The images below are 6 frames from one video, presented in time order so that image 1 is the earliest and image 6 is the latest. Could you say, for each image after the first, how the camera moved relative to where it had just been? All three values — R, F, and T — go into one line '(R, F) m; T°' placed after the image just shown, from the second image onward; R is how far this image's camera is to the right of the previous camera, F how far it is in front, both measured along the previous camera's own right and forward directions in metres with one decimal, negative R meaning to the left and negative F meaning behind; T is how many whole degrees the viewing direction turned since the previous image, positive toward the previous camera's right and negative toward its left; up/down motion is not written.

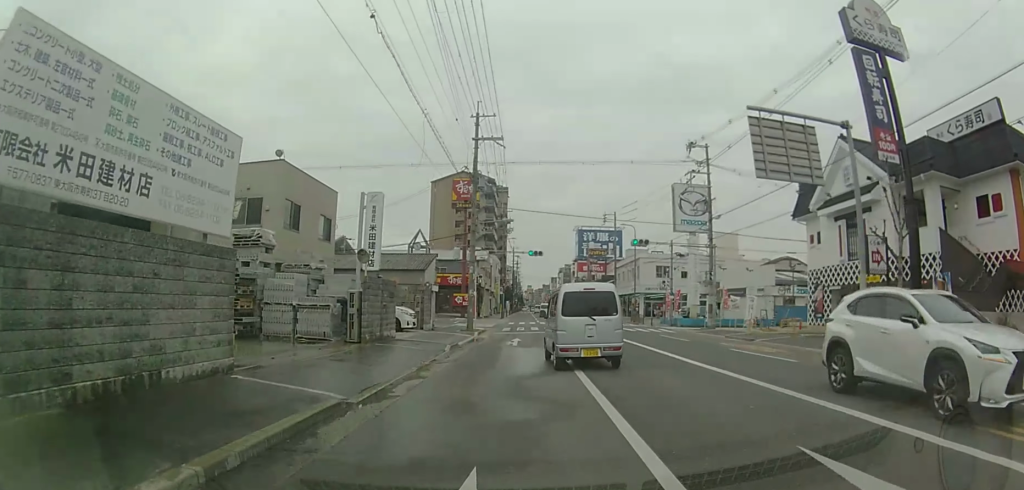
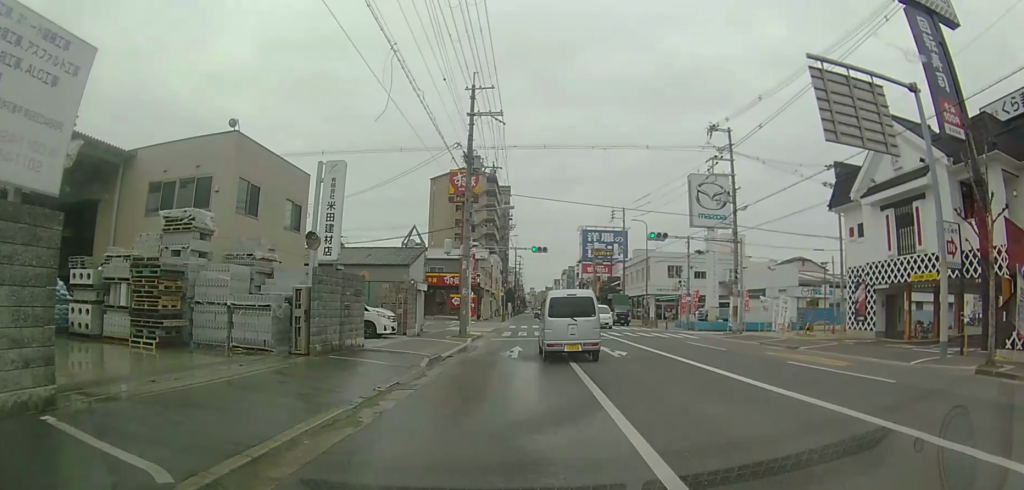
(+0.1, +4.3) m; +1°
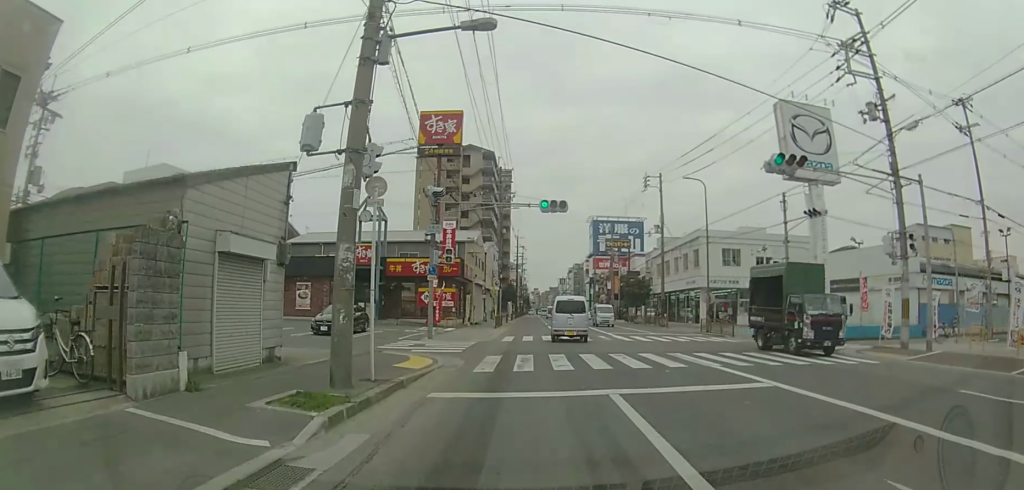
(+0.4, +16.8) m; +1°
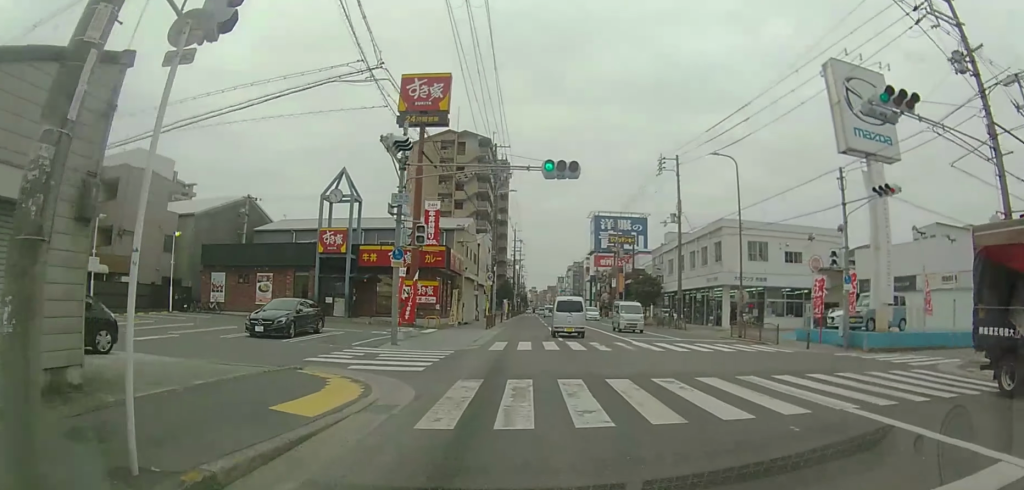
(-0.1, +6.2) m; -2°
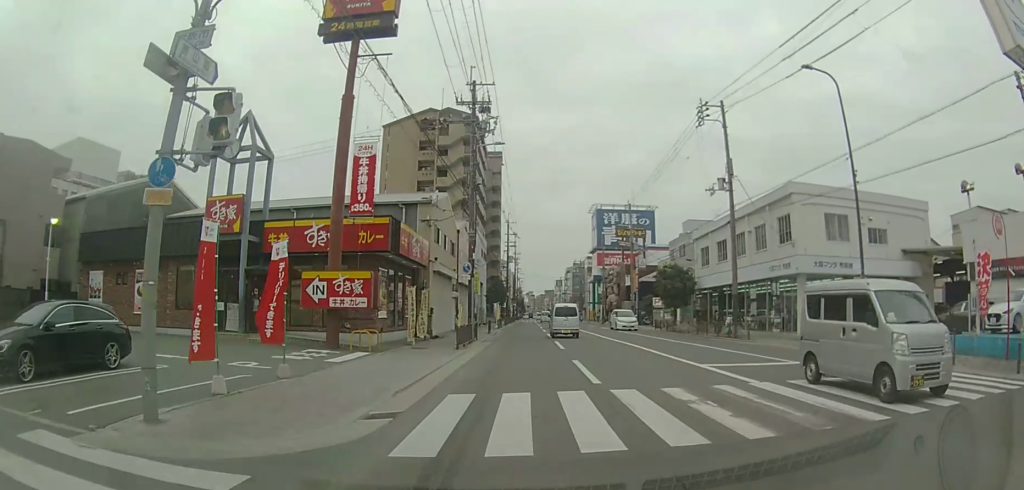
(-0.7, +12.1) m; -3°
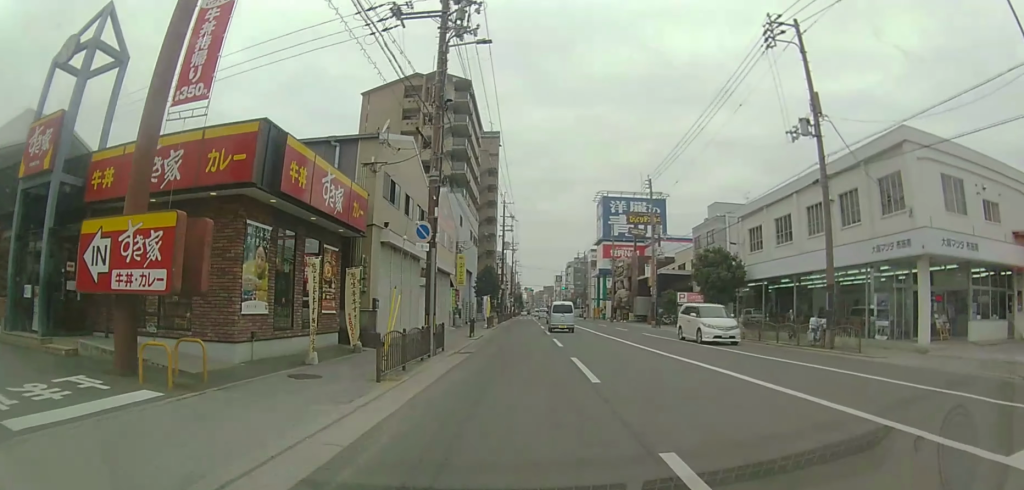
(+0.1, +10.5) m; +2°
